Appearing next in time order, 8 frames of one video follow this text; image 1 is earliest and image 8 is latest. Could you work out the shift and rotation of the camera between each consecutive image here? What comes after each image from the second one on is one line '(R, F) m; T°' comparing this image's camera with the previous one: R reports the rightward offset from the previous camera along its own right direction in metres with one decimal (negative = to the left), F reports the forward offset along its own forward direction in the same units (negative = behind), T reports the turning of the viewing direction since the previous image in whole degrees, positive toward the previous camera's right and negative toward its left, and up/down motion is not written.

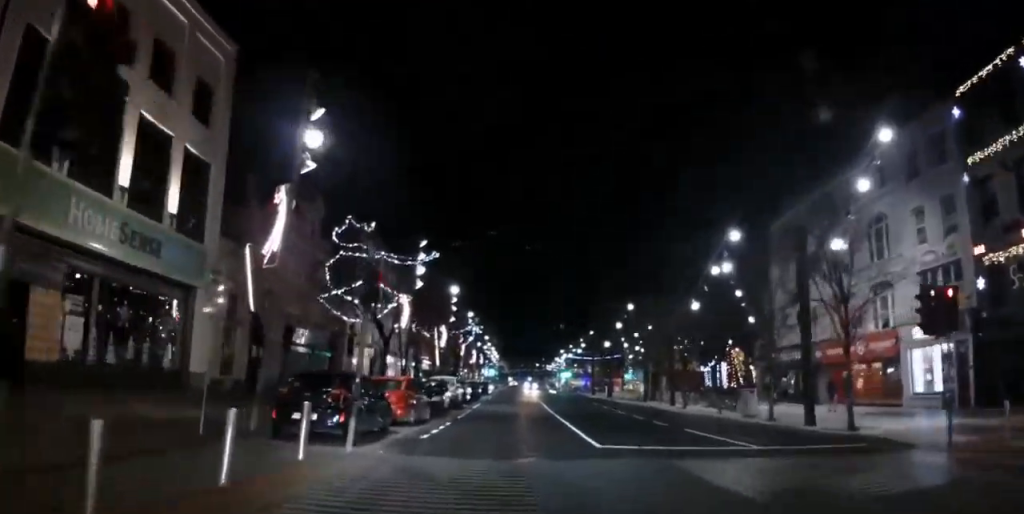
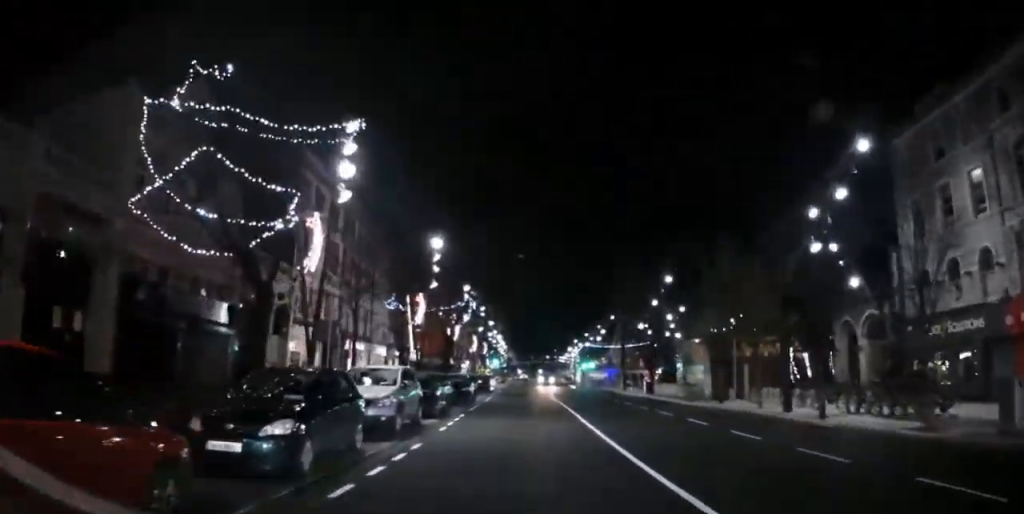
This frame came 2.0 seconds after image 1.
(-0.1, +15.9) m; +2°
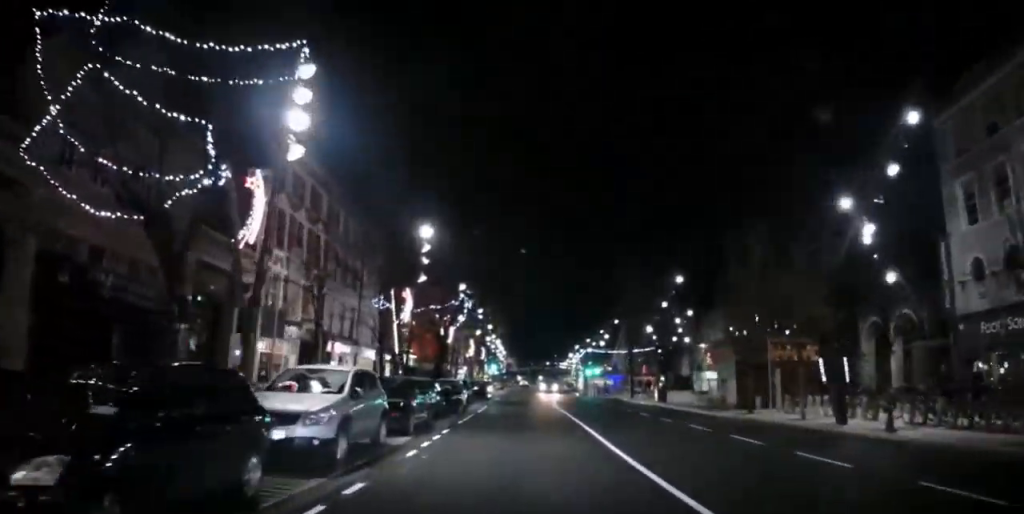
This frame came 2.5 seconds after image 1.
(0.0, +4.3) m; +1°
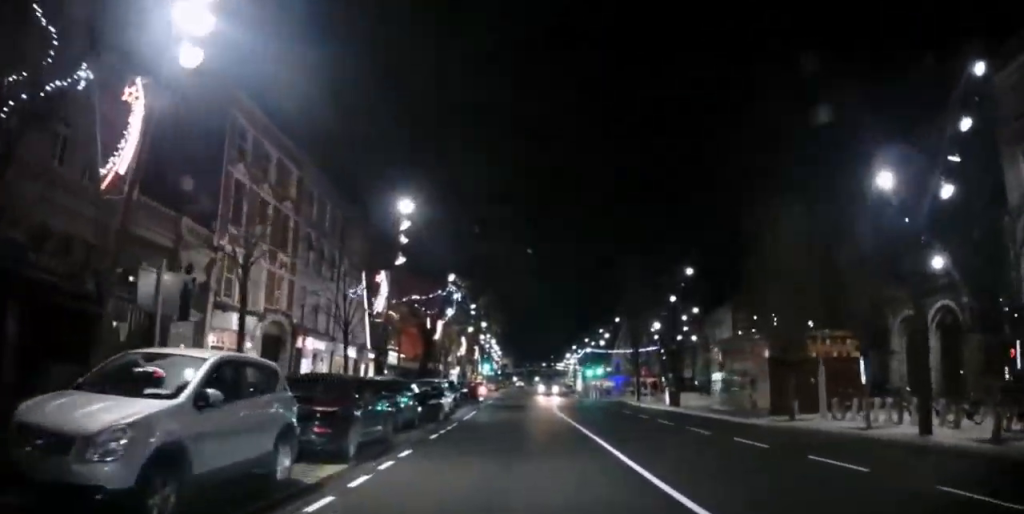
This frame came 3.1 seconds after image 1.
(0.0, +4.9) m; -1°
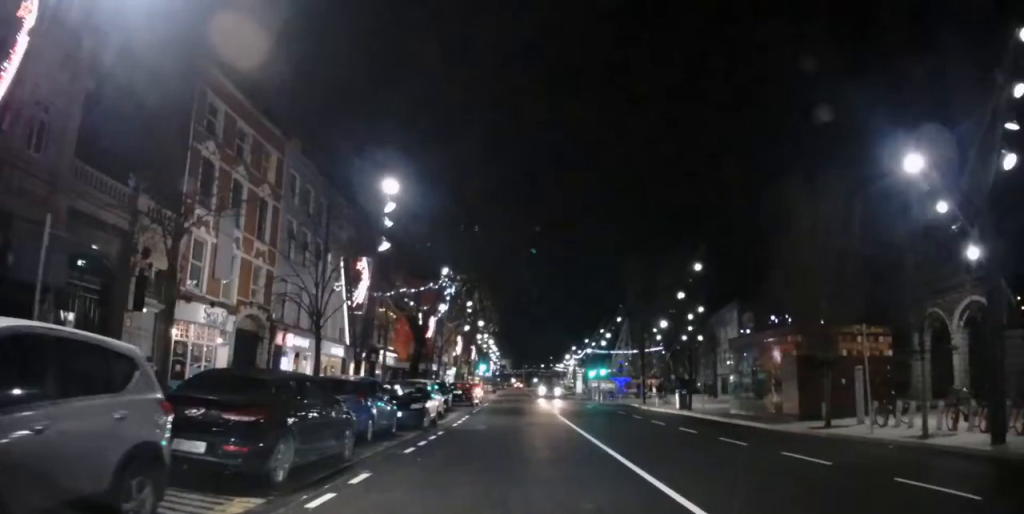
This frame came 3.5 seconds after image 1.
(+0.1, +3.1) m; -1°
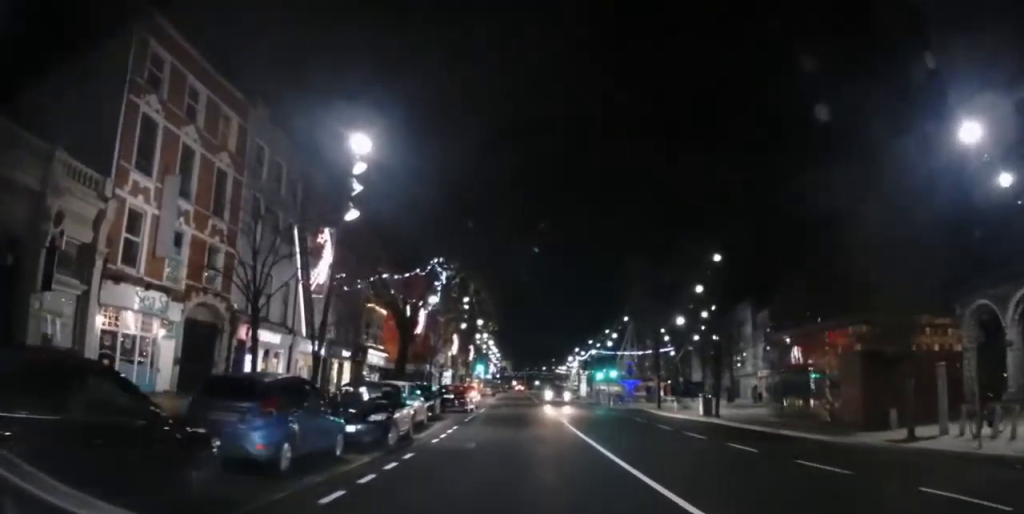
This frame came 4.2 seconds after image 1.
(-0.1, +4.9) m; 0°
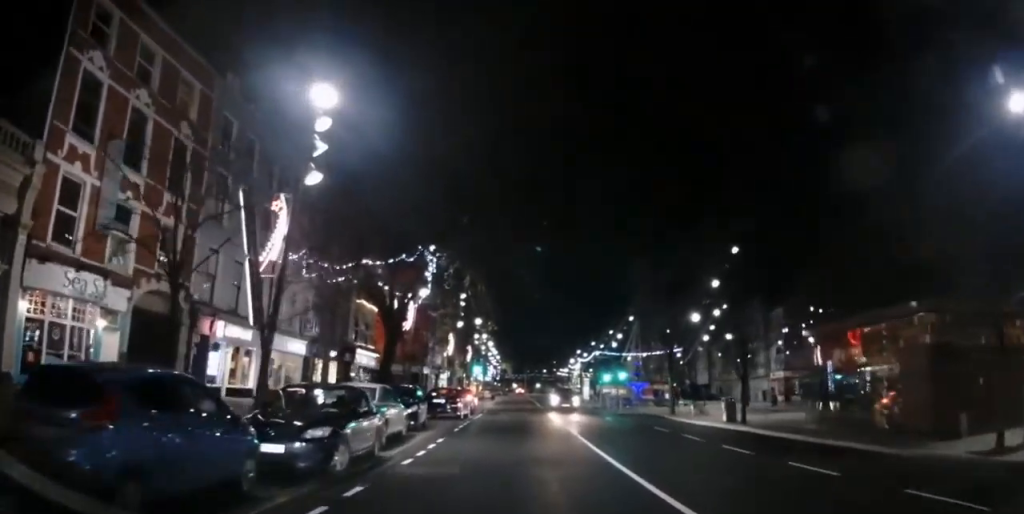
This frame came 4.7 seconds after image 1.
(-0.3, +3.8) m; +1°
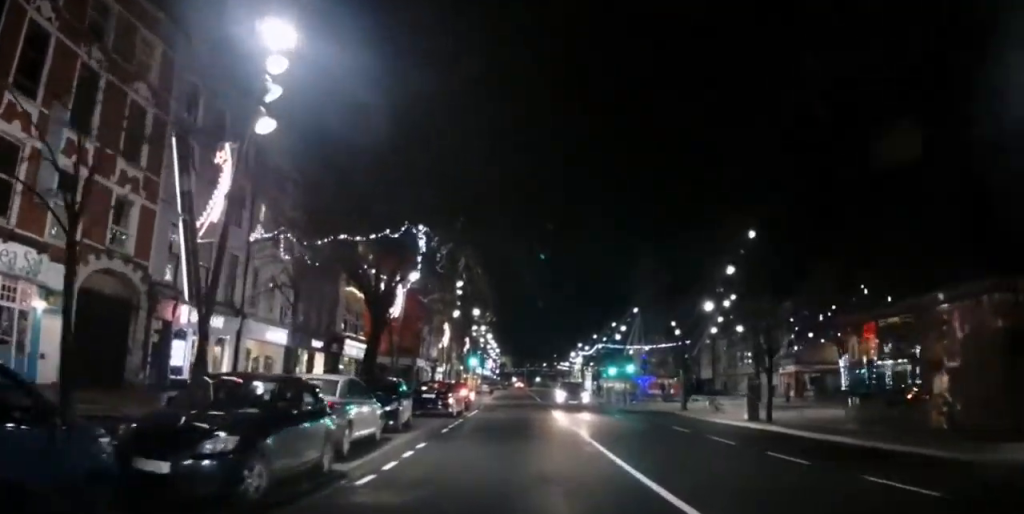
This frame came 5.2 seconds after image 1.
(+0.3, +3.0) m; 0°
